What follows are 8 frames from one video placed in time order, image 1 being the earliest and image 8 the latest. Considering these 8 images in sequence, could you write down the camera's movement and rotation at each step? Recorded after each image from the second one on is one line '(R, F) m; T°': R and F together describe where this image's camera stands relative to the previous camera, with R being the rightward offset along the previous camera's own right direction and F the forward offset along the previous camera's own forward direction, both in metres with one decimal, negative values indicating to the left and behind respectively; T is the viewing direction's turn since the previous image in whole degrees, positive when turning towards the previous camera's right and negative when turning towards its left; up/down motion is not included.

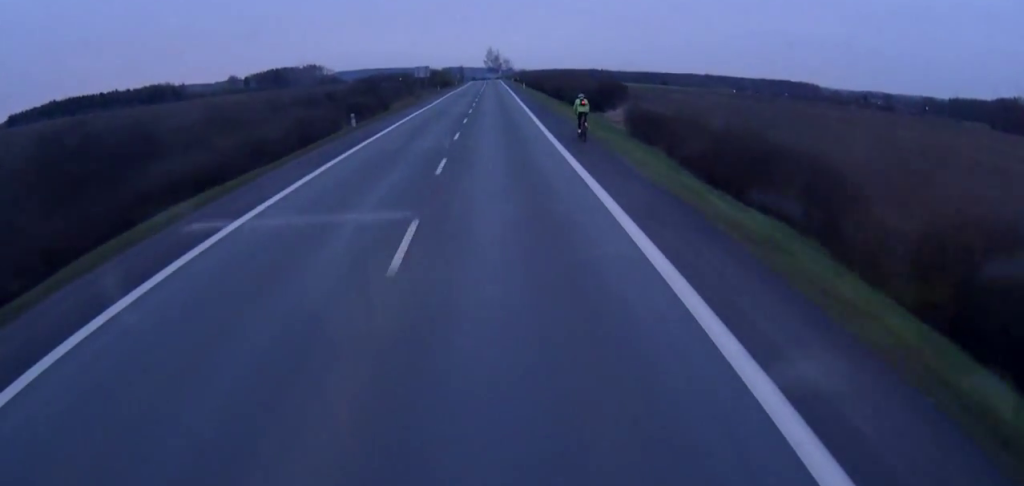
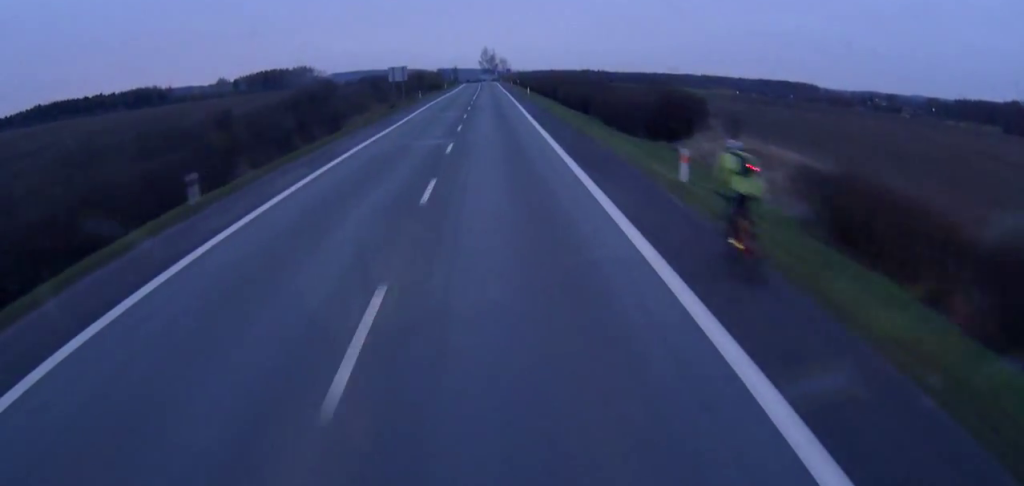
(+0.5, +21.8) m; +2°
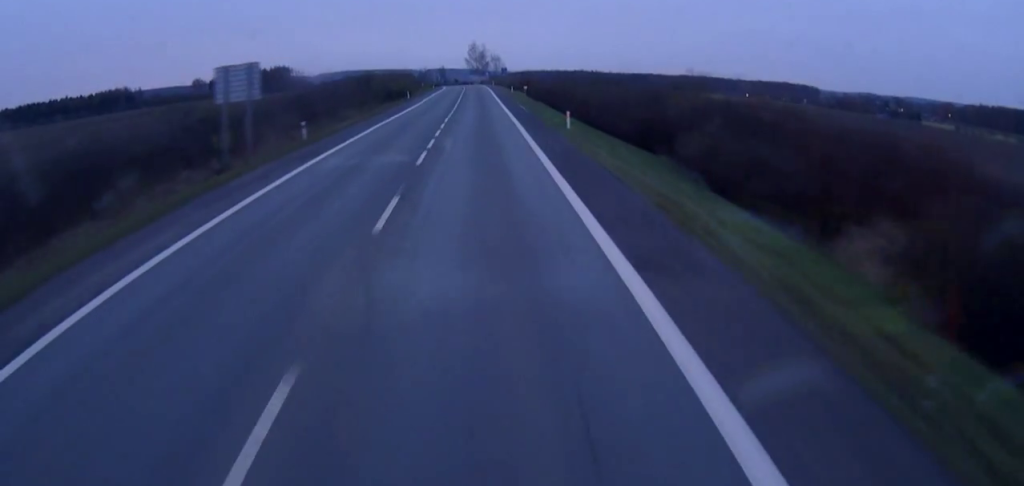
(-0.3, +48.0) m; +1°
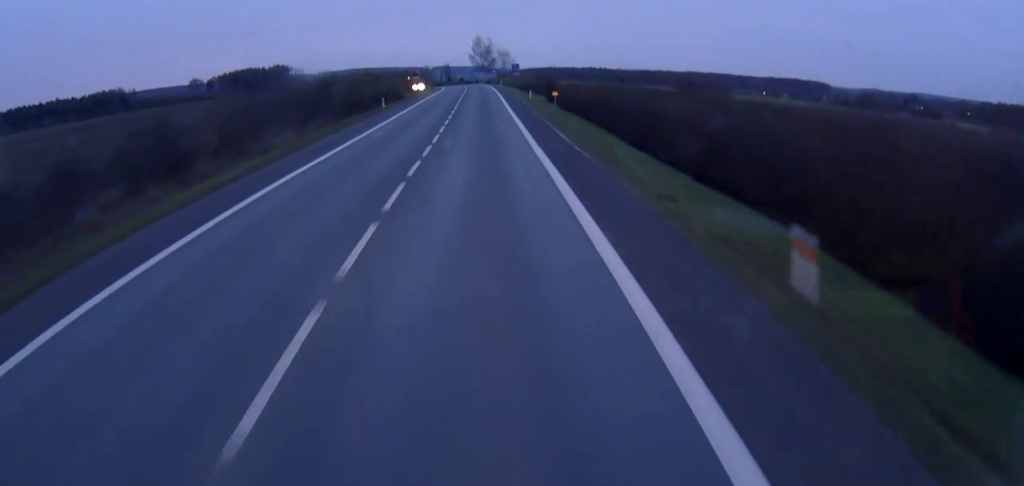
(+0.9, +24.0) m; 0°
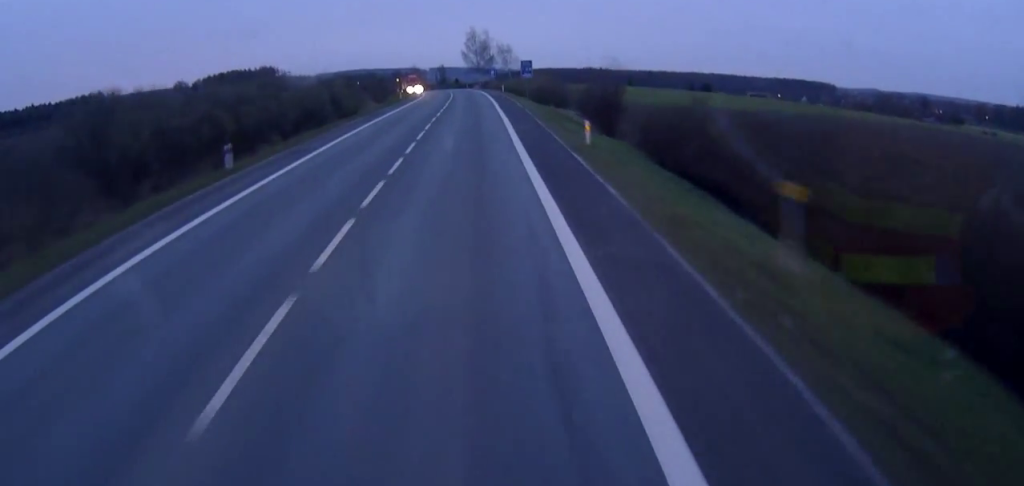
(-1.0, +35.9) m; -1°
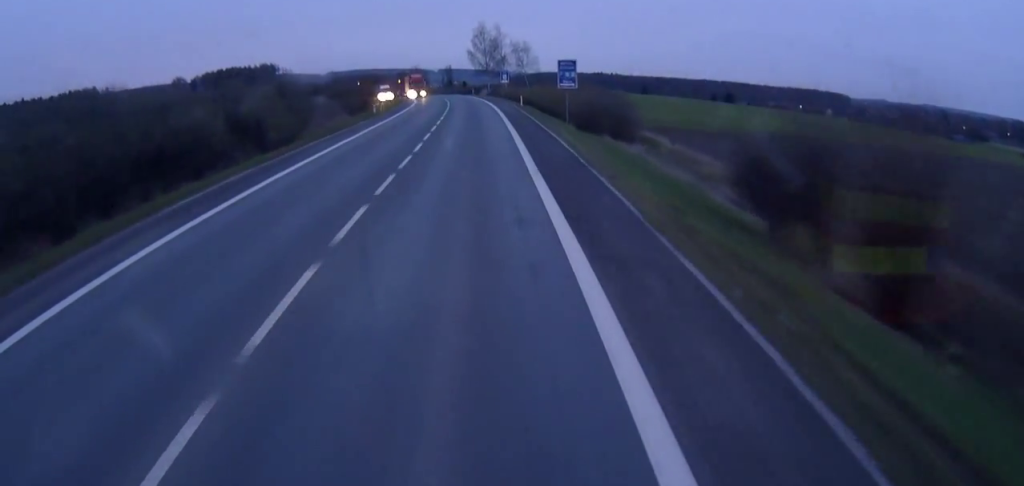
(+0.3, +25.9) m; +1°
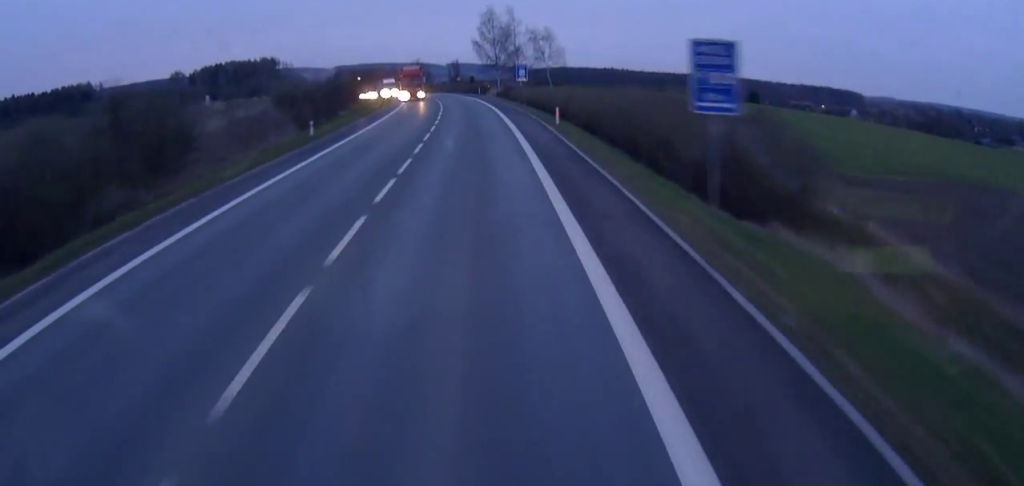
(0.0, +24.2) m; -1°
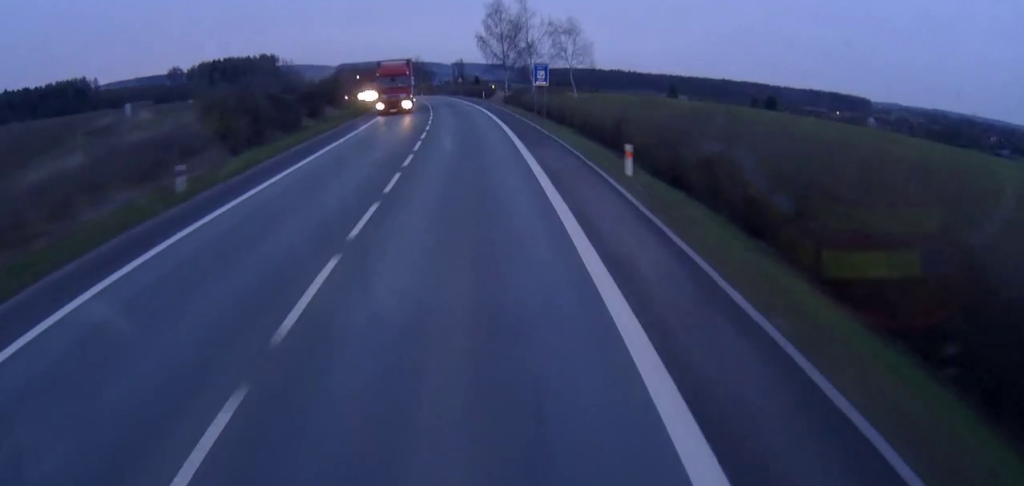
(-0.2, +16.6) m; -1°
